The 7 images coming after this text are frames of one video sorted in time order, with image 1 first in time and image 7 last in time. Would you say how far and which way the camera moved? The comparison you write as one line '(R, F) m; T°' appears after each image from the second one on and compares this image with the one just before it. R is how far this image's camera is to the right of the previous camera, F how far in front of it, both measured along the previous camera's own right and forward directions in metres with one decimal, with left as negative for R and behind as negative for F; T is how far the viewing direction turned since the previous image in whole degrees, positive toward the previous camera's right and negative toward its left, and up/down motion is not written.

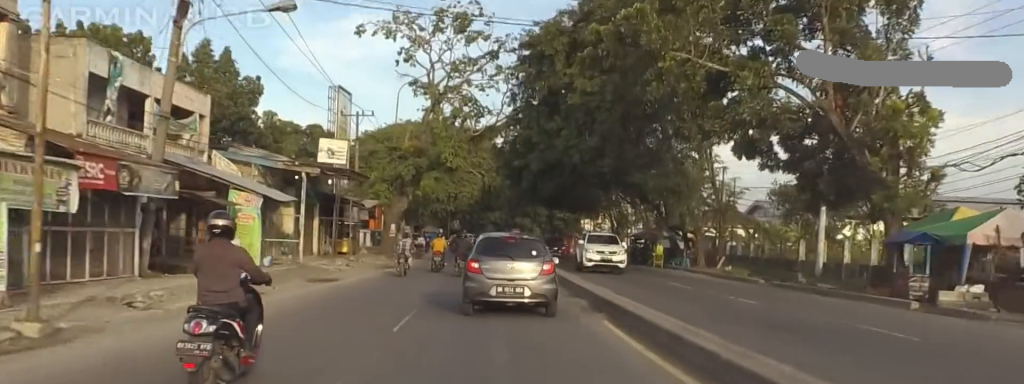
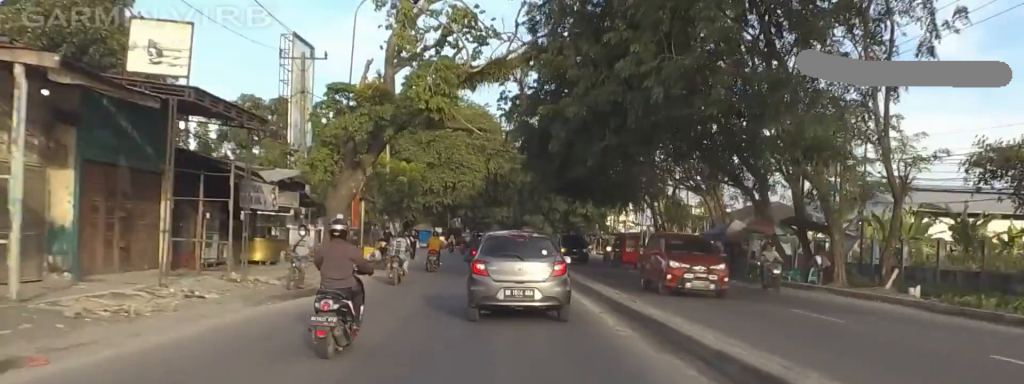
(0.0, +20.4) m; 0°
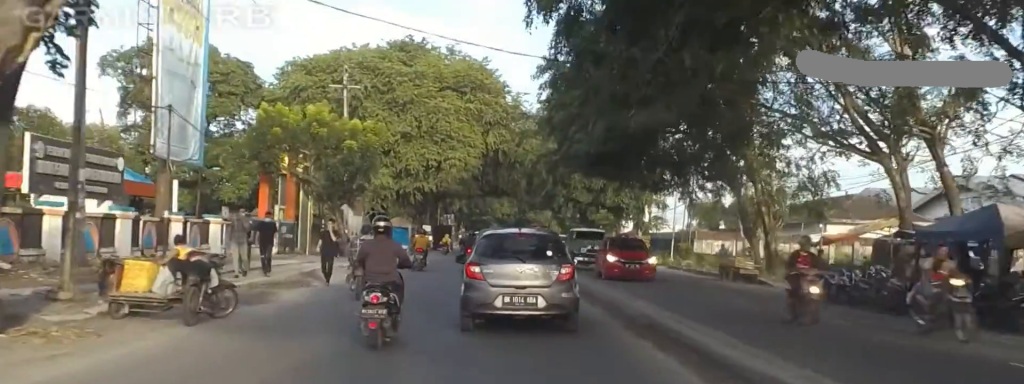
(0.0, +24.1) m; 0°
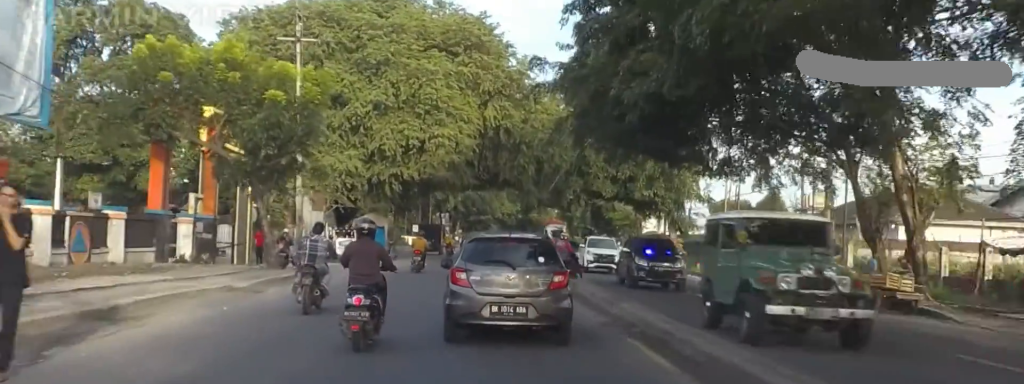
(0.0, +15.0) m; 0°
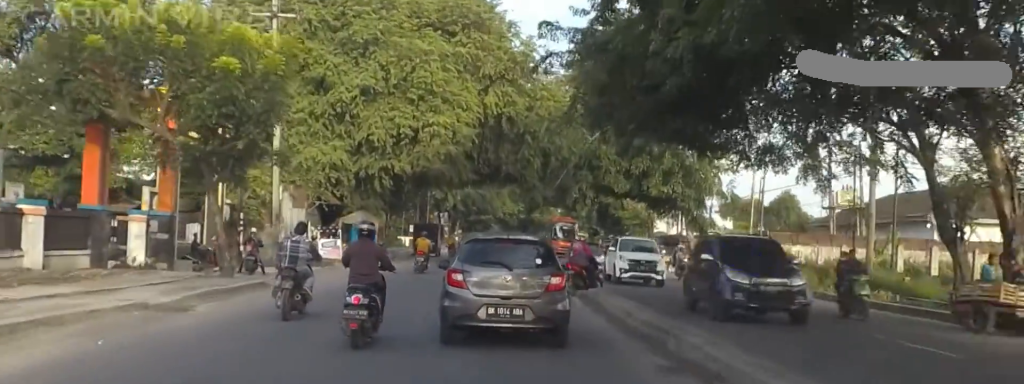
(0.0, +5.6) m; 0°
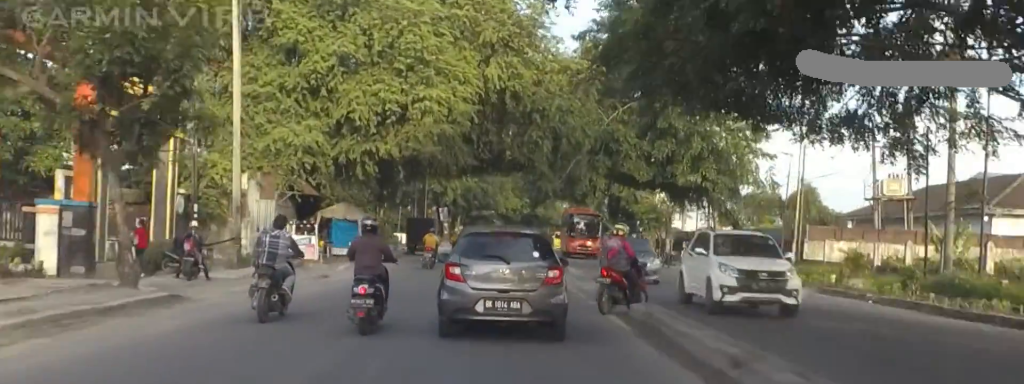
(0.0, +7.1) m; 0°
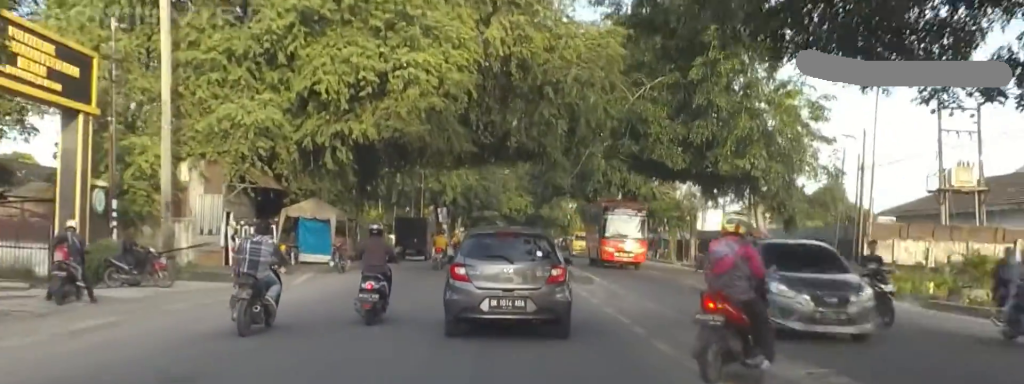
(0.0, +8.4) m; 0°
